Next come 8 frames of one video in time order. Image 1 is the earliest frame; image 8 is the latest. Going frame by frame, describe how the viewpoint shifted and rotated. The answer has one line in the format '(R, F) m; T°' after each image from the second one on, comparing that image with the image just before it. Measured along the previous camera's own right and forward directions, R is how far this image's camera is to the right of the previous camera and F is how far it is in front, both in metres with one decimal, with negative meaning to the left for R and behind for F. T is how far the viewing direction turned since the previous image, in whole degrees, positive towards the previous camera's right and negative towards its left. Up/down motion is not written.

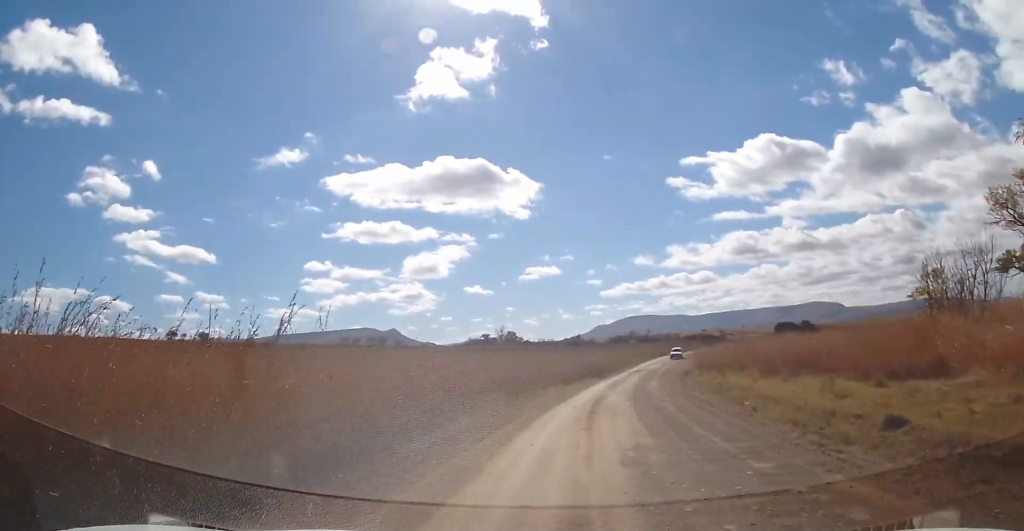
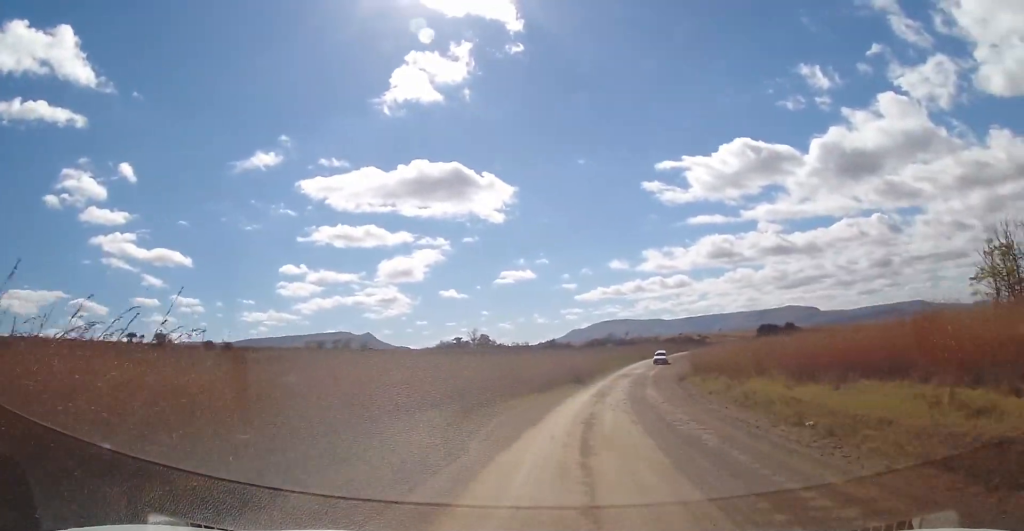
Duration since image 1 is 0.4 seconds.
(0.0, +7.0) m; +2°
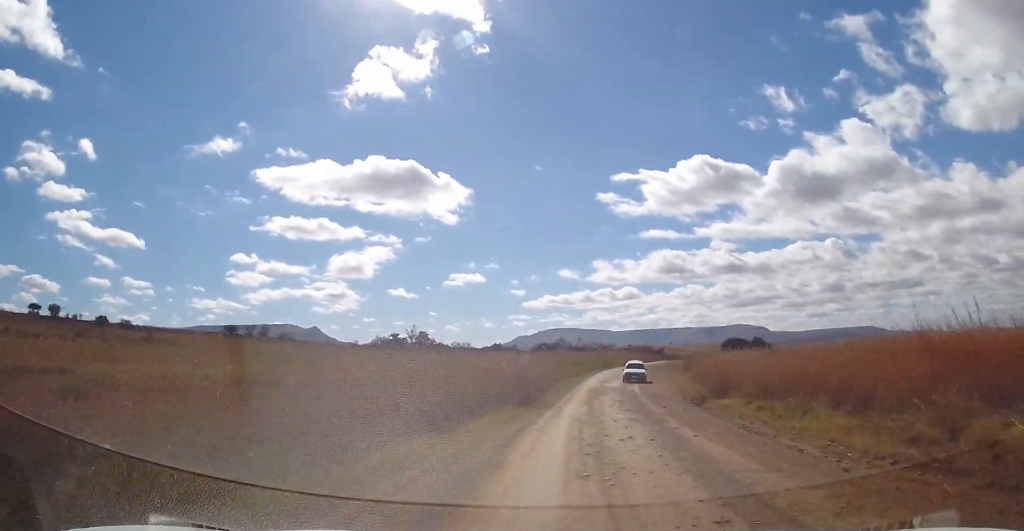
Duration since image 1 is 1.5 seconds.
(+1.1, +18.0) m; +6°
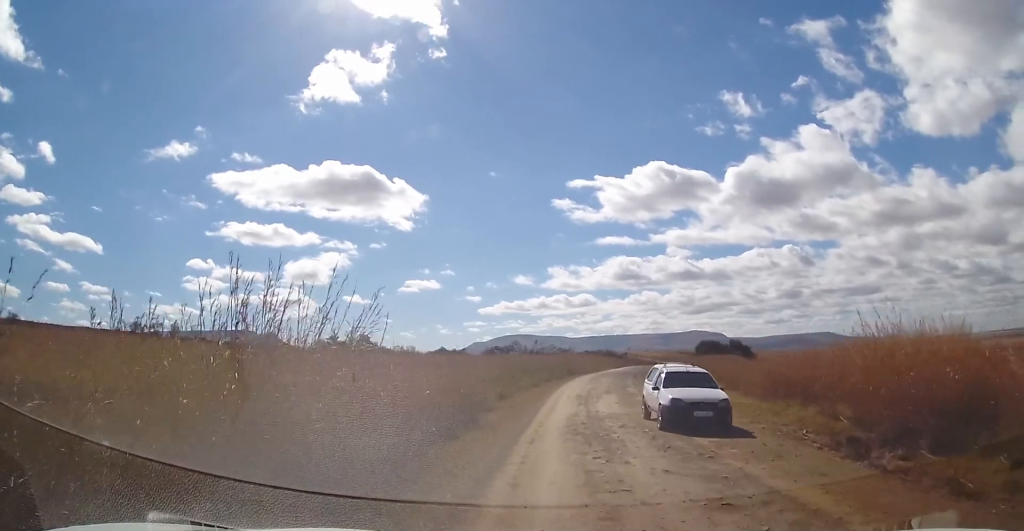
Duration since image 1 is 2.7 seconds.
(+0.9, +18.7) m; +5°
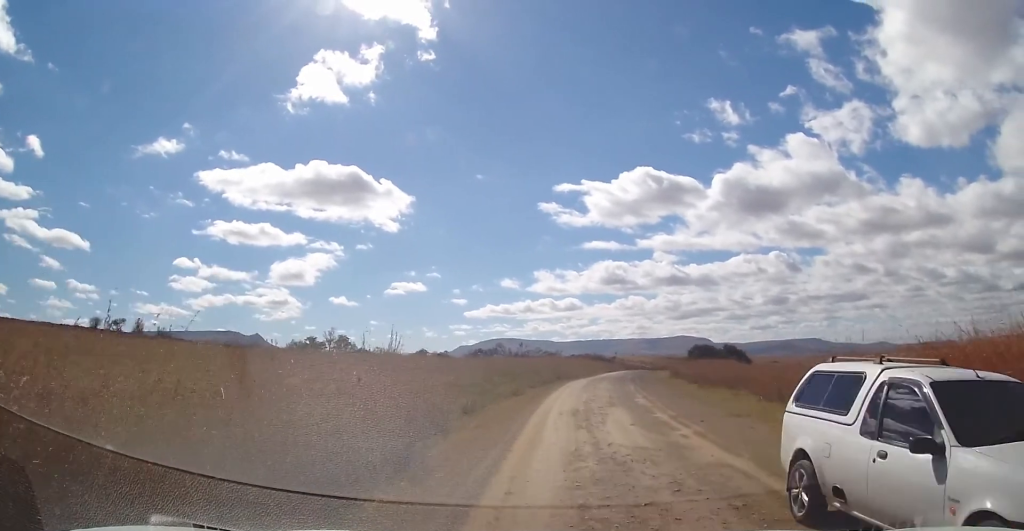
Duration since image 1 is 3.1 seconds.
(+0.2, +7.3) m; +1°
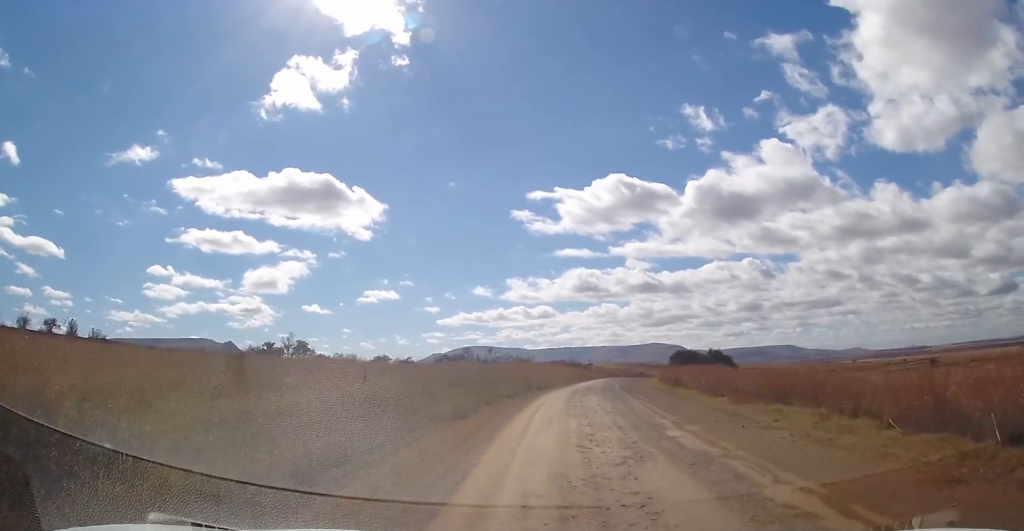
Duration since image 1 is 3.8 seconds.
(+0.2, +11.2) m; +2°
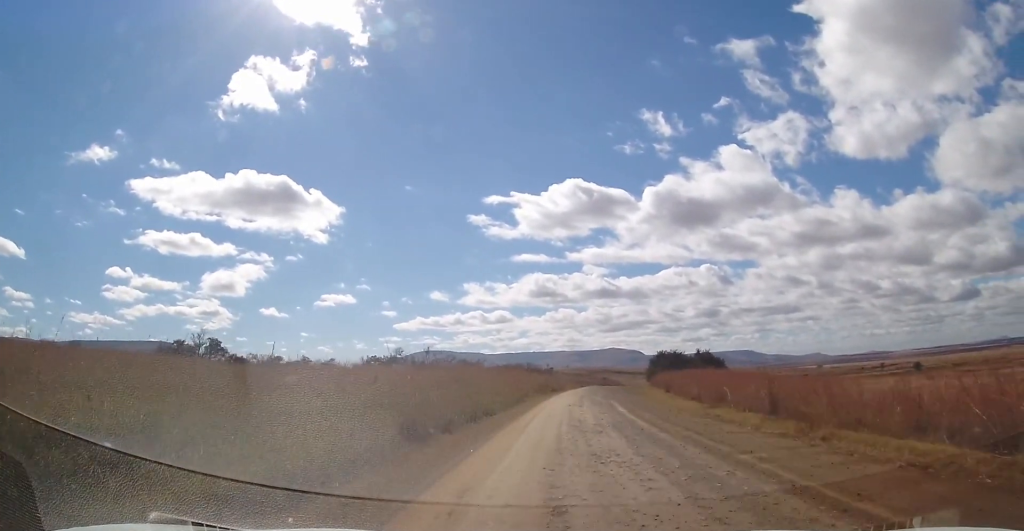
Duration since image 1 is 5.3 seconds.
(+1.1, +26.3) m; +4°
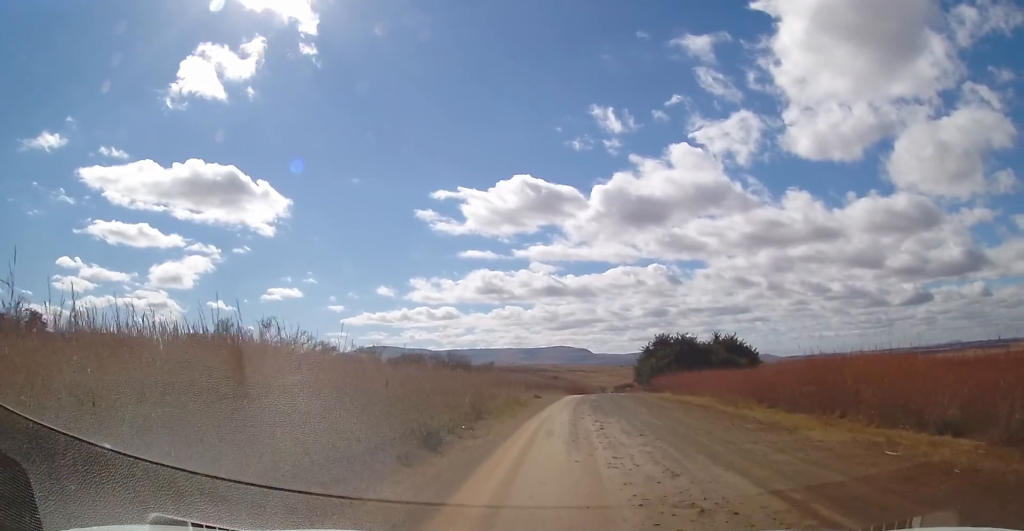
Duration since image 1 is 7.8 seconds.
(+2.1, +45.3) m; +6°
